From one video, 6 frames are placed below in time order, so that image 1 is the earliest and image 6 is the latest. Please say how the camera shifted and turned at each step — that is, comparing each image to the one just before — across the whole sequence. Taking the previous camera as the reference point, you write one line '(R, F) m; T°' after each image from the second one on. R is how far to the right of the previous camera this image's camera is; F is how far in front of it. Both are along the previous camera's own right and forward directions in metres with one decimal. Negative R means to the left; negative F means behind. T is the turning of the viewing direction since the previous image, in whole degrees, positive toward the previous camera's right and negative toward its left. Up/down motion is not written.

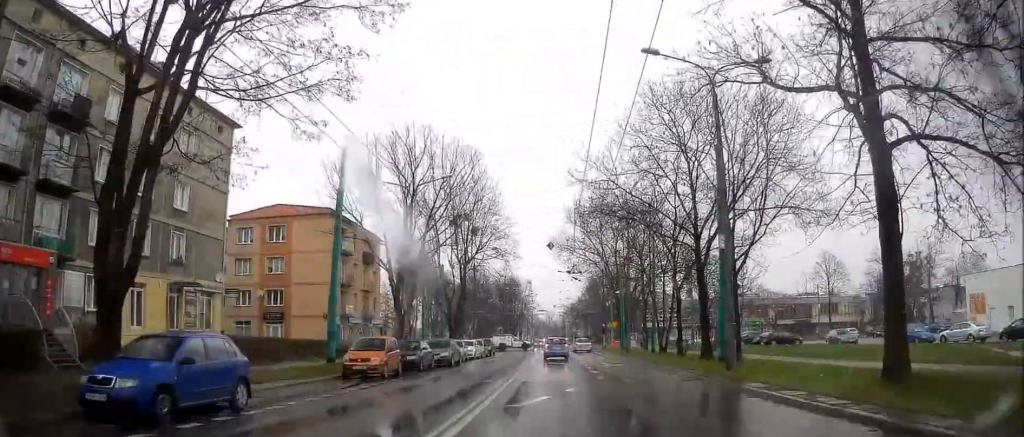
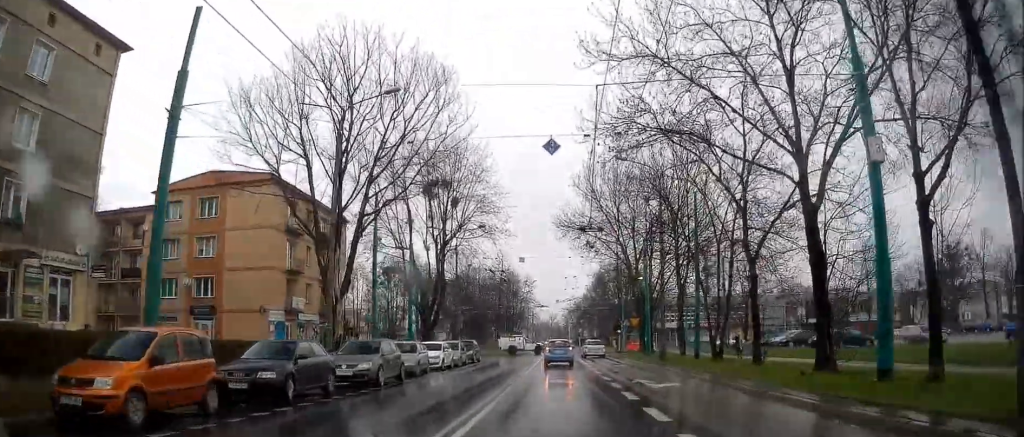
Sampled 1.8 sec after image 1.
(-0.3, +14.8) m; 0°
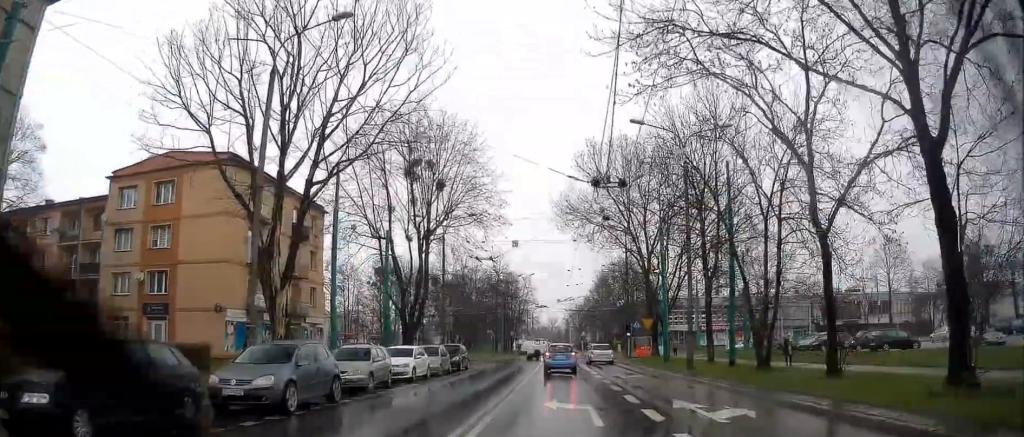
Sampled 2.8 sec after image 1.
(0.0, +6.8) m; 0°
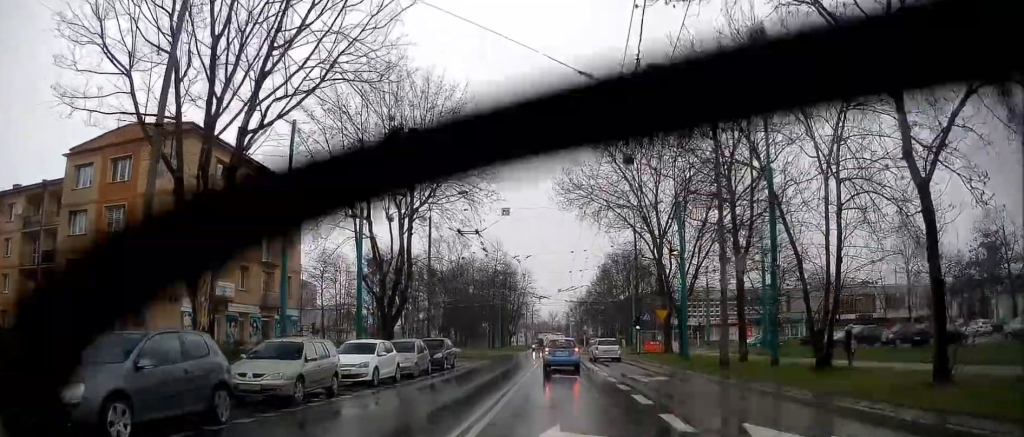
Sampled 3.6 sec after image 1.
(0.0, +5.4) m; -1°
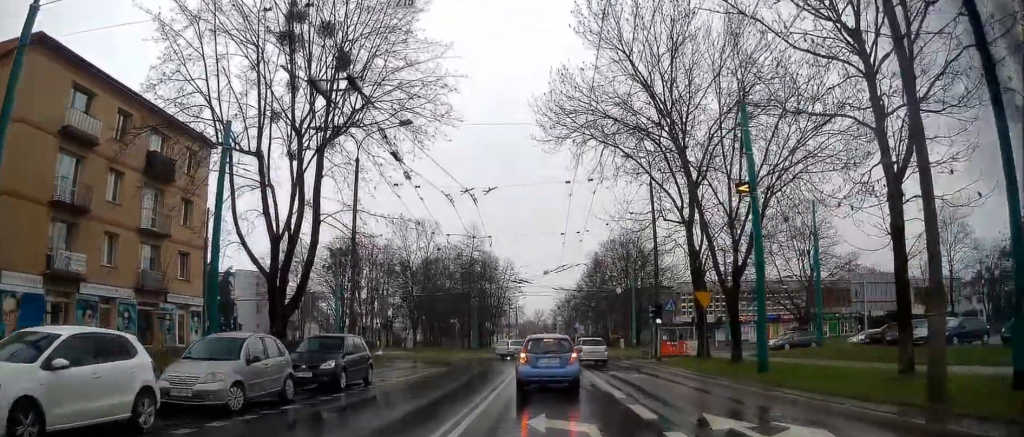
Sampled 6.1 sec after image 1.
(-0.1, +13.8) m; 0°
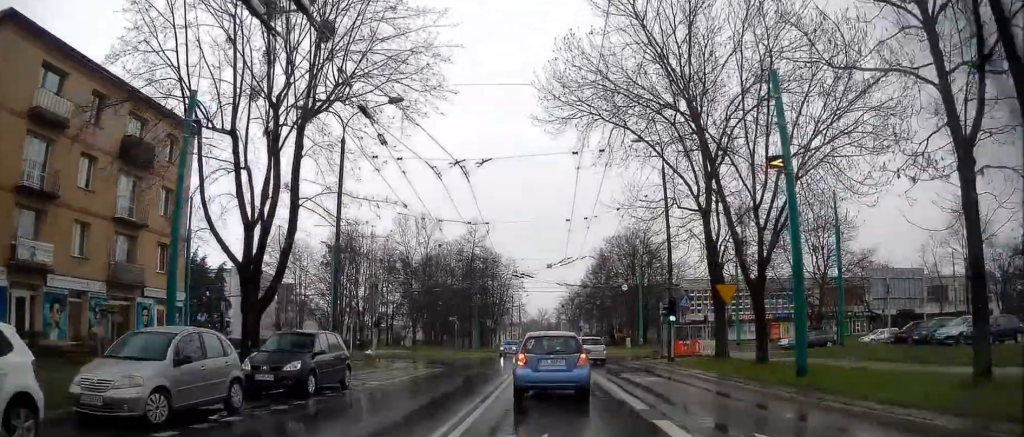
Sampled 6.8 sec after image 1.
(0.0, +3.1) m; 0°
